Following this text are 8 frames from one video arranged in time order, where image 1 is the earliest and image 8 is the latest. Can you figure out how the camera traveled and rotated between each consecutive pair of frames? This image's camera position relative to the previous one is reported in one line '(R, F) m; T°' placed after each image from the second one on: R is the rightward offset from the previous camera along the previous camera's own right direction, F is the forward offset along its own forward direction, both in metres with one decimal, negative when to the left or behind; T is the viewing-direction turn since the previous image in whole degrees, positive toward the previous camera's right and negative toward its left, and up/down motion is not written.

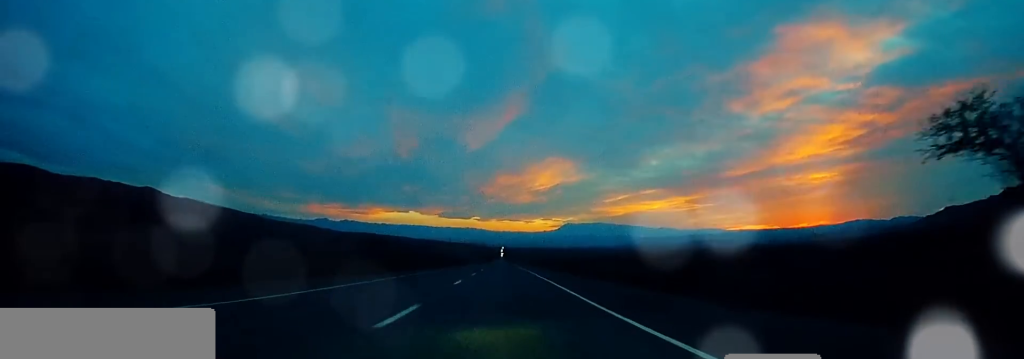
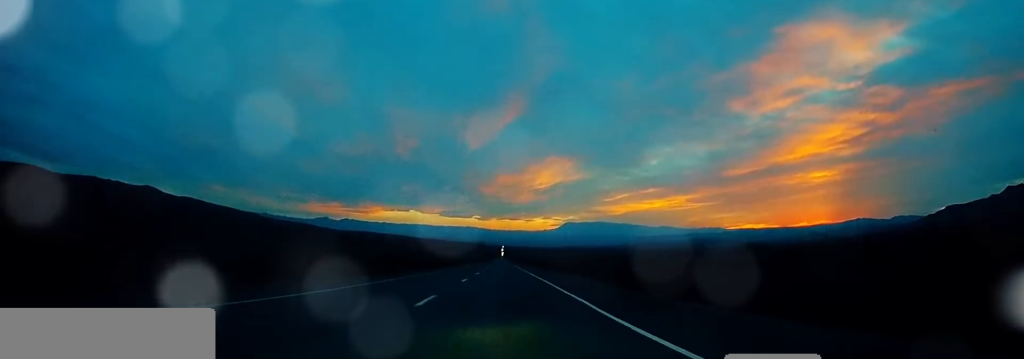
(-0.1, +20.7) m; -2°
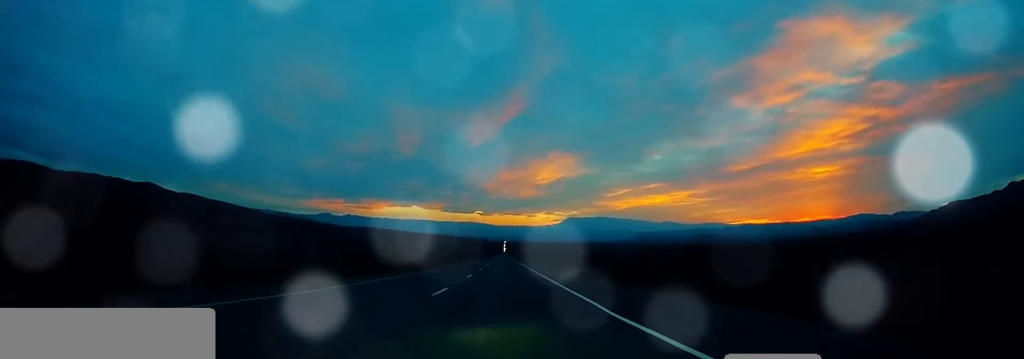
(-0.7, +23.8) m; 0°
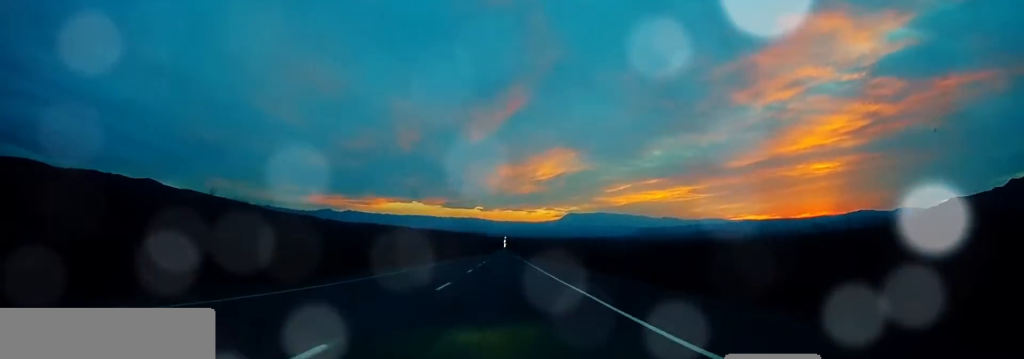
(+0.3, +12.2) m; +2°
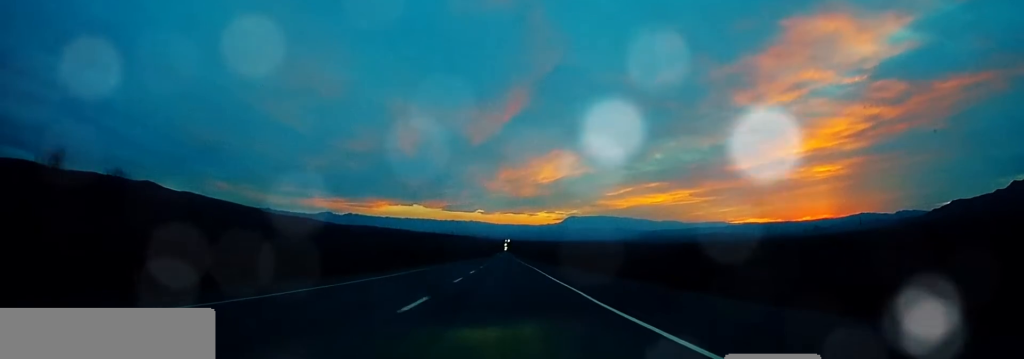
(+0.3, +17.6) m; +1°
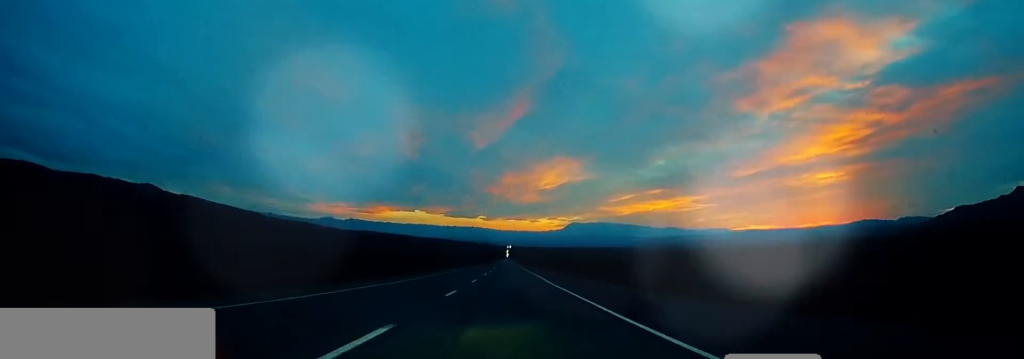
(+0.2, +34.0) m; 0°
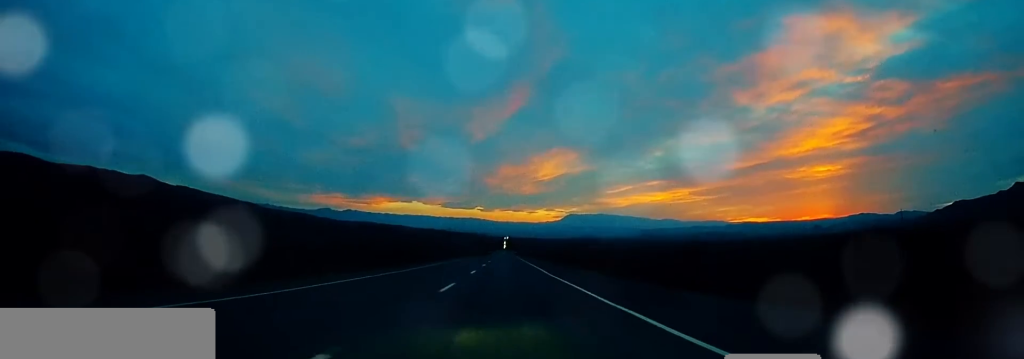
(-0.5, +25.5) m; -4°
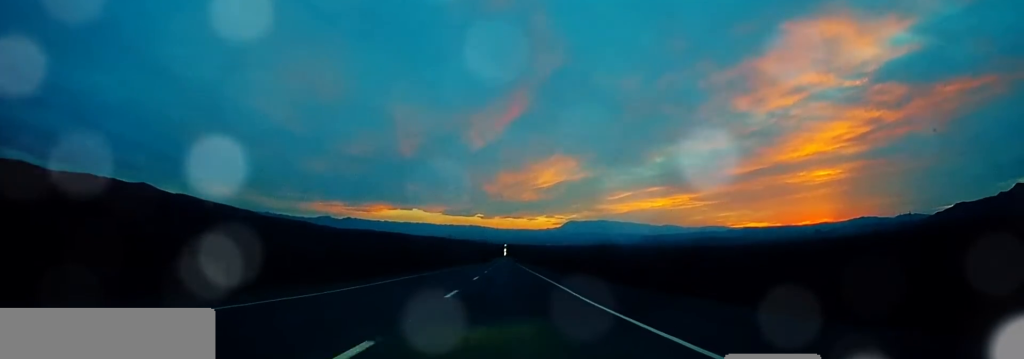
(-0.8, +10.7) m; 0°
